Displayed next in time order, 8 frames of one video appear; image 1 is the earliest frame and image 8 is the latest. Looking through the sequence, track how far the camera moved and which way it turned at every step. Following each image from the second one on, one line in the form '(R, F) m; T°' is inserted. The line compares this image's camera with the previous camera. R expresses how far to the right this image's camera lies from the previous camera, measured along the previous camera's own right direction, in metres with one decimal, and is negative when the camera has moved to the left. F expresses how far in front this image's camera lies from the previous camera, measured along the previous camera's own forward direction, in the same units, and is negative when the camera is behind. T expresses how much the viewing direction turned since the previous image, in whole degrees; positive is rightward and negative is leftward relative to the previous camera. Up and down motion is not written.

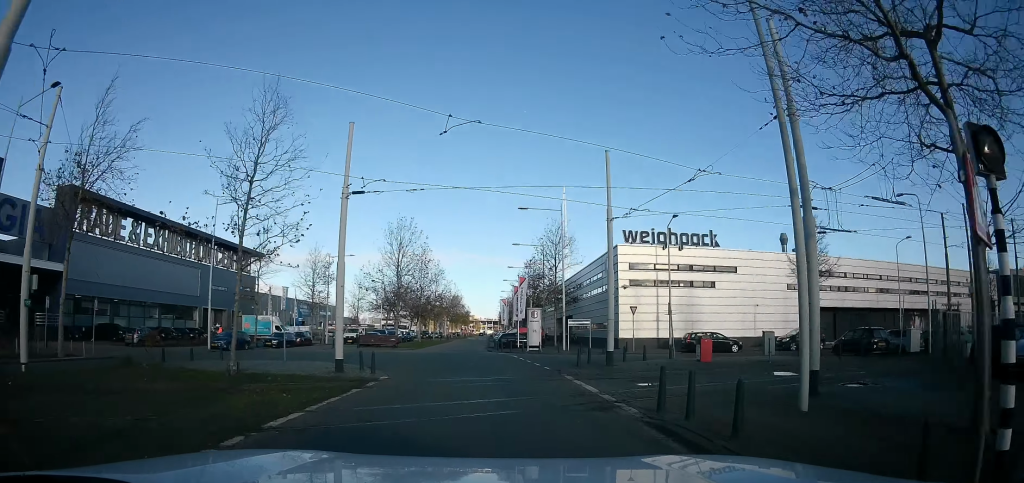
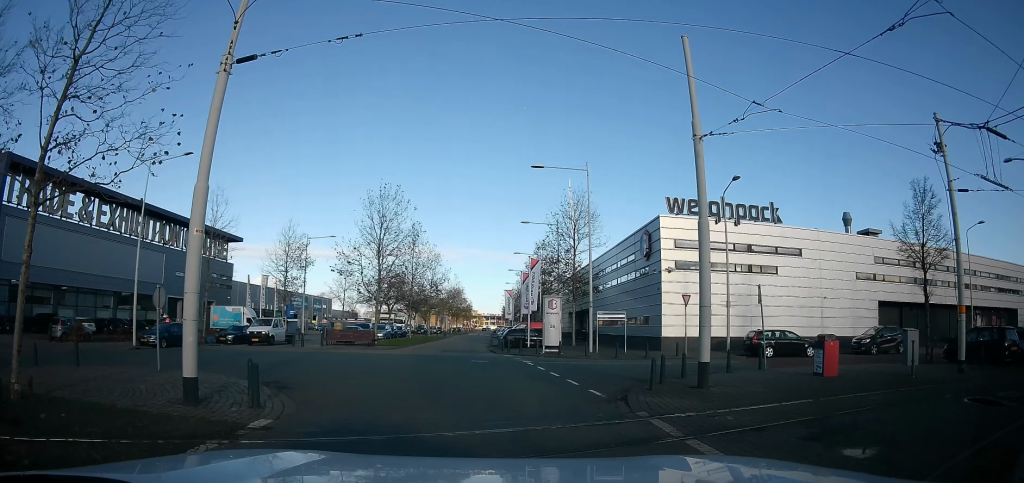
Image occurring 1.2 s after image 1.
(+0.6, +9.9) m; -2°
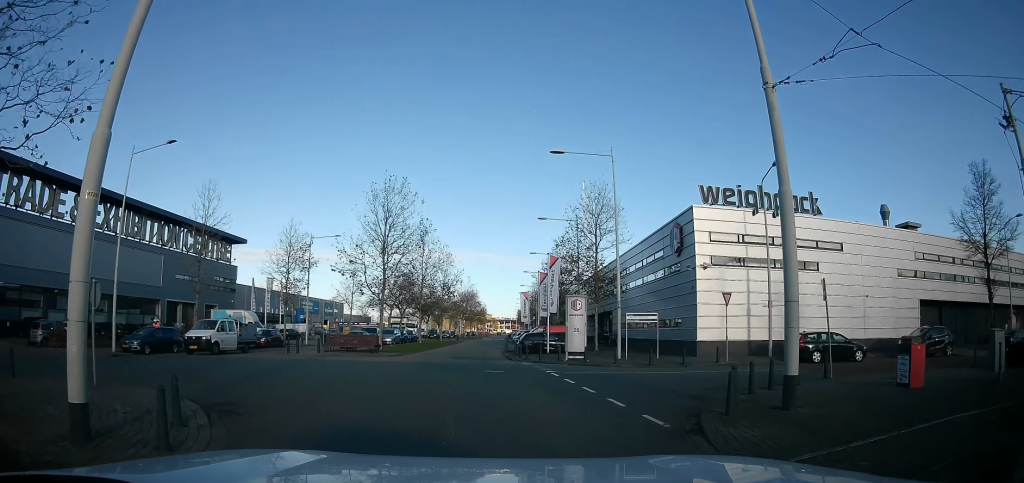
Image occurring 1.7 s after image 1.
(+0.1, +3.5) m; -4°
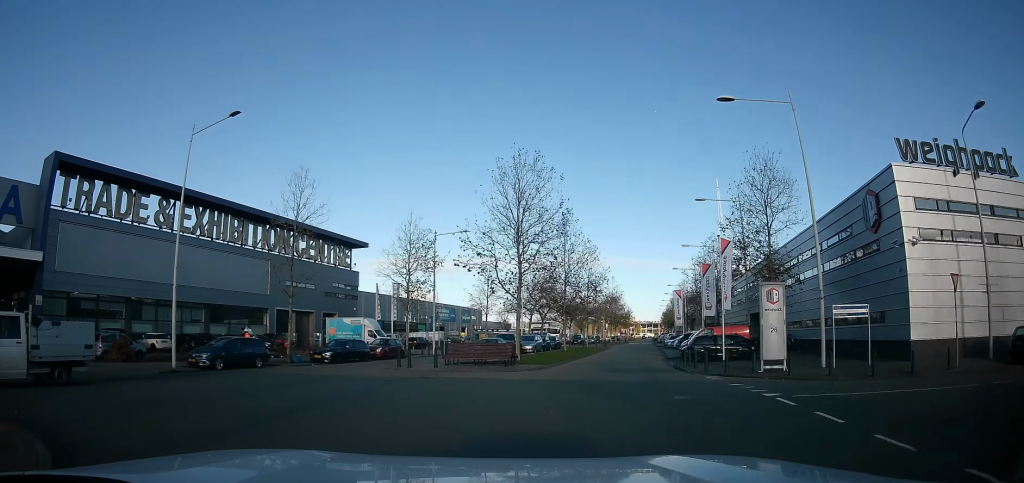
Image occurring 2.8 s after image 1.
(-0.8, +7.0) m; -8°
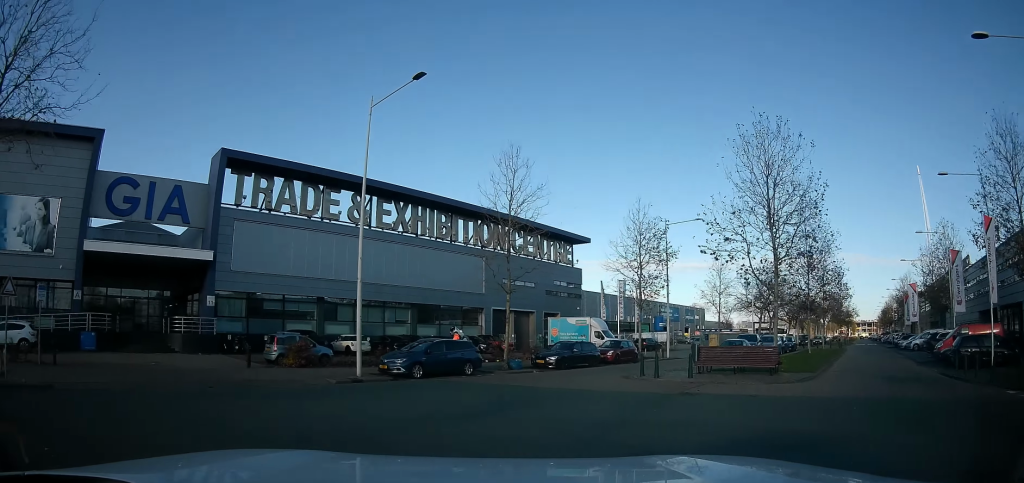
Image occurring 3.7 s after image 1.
(+0.1, +5.0) m; -13°
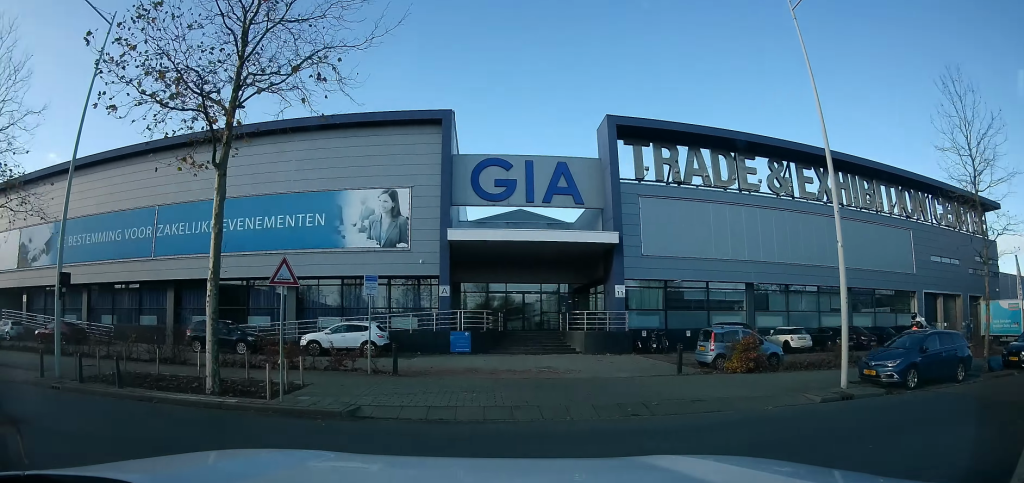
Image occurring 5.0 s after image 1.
(-2.9, +6.4) m; -47°
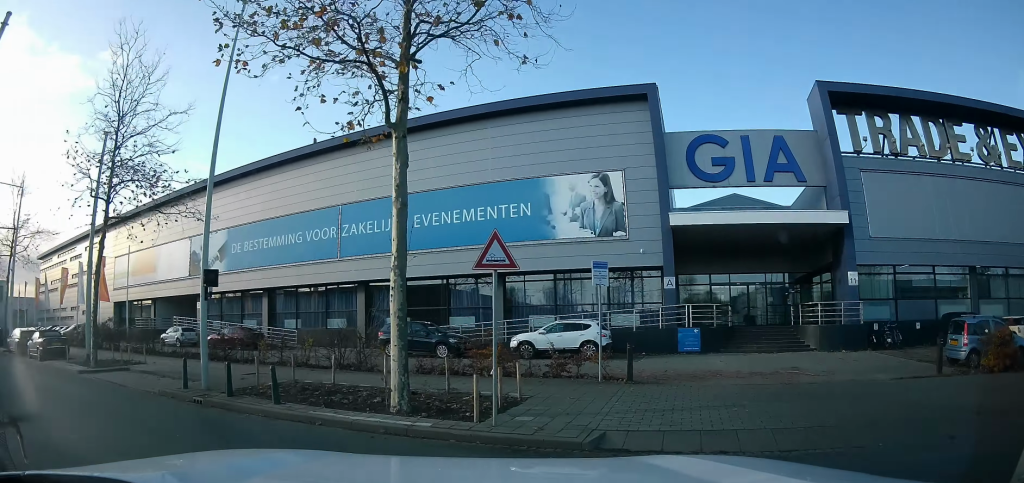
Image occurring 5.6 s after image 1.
(-0.3, +3.1) m; -22°
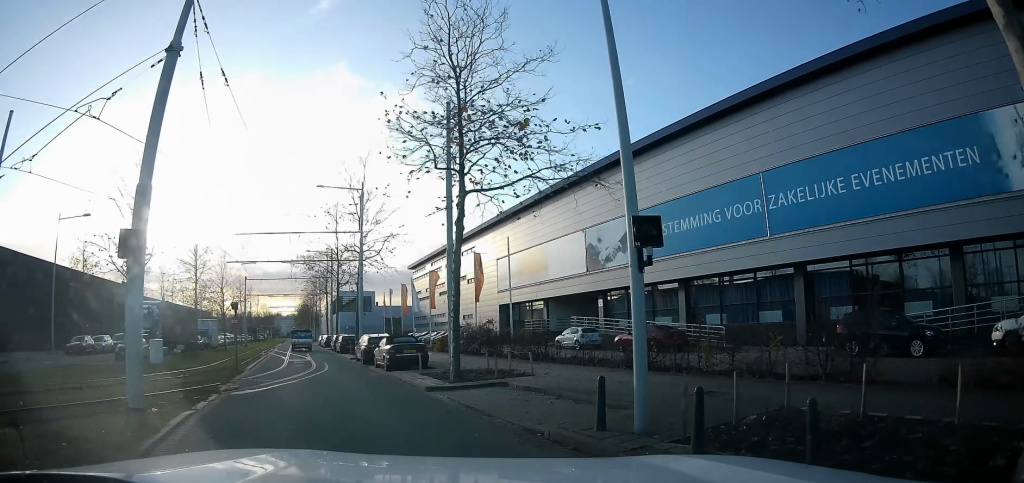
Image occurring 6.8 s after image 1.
(-2.1, +3.9) m; -52°
